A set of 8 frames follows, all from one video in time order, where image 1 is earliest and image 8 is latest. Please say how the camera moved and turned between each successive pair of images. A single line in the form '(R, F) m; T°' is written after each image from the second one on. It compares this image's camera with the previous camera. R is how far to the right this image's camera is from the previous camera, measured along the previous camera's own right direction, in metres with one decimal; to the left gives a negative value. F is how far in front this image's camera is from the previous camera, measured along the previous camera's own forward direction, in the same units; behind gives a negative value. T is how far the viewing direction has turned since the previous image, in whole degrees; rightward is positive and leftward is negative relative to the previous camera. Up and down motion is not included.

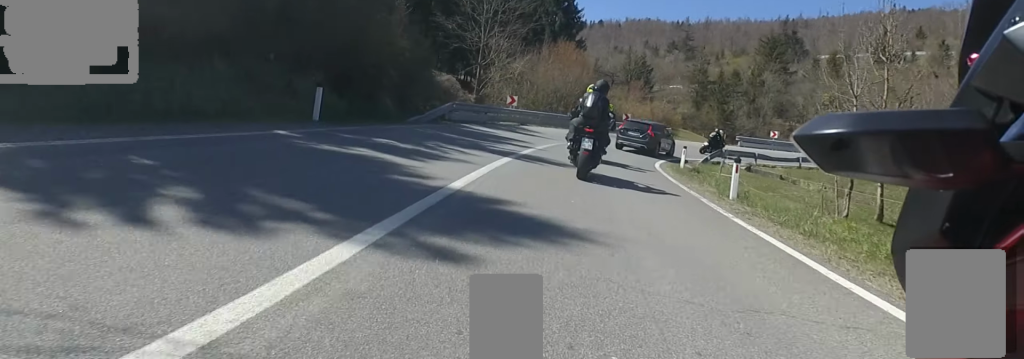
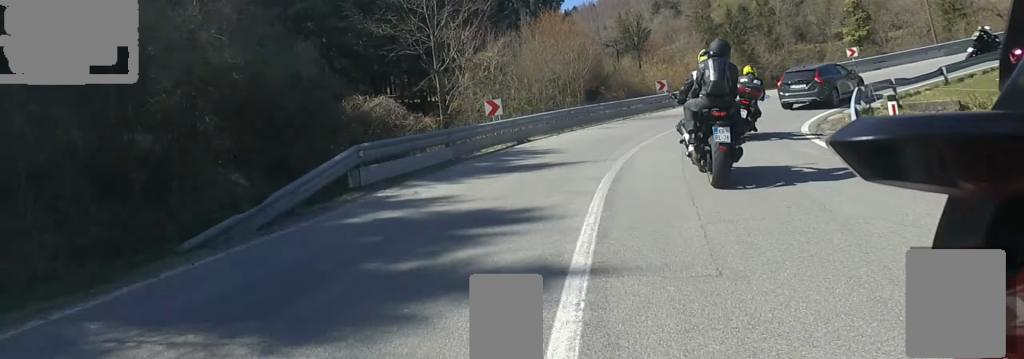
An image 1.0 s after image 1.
(+1.0, +11.2) m; +6°
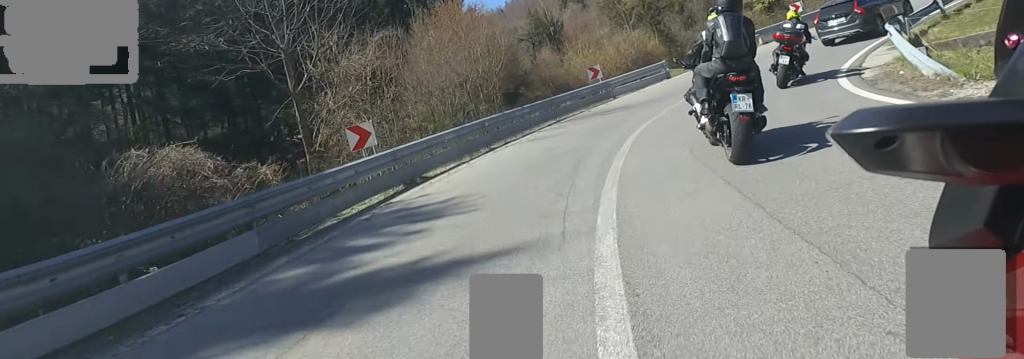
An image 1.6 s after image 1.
(0.0, +6.2) m; +10°
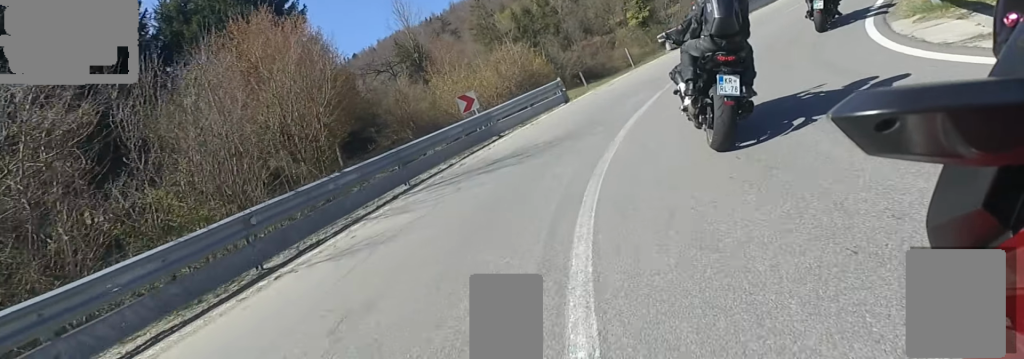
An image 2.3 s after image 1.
(+0.7, +6.6) m; +17°
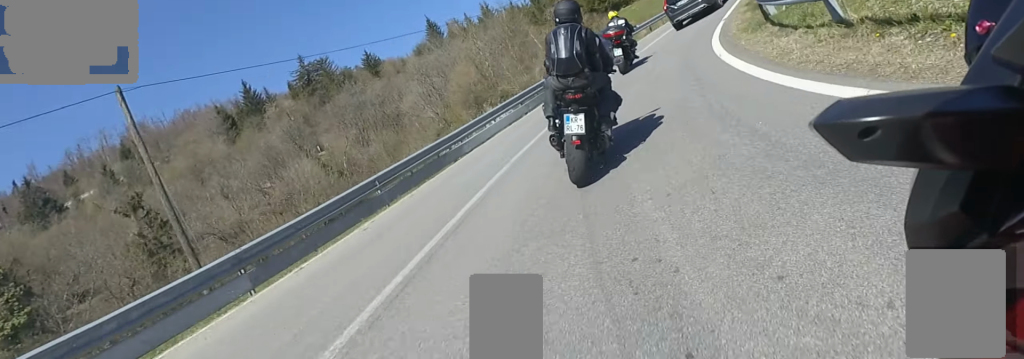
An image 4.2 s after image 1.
(+8.4, +16.3) m; +50°
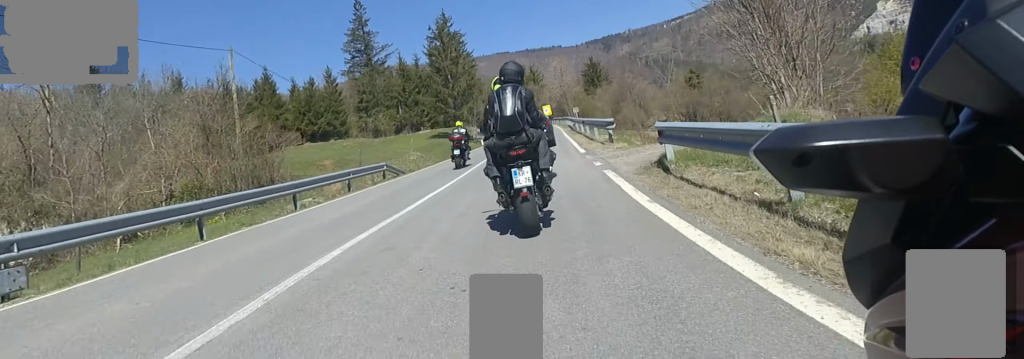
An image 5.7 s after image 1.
(+3.9, +15.1) m; +21°
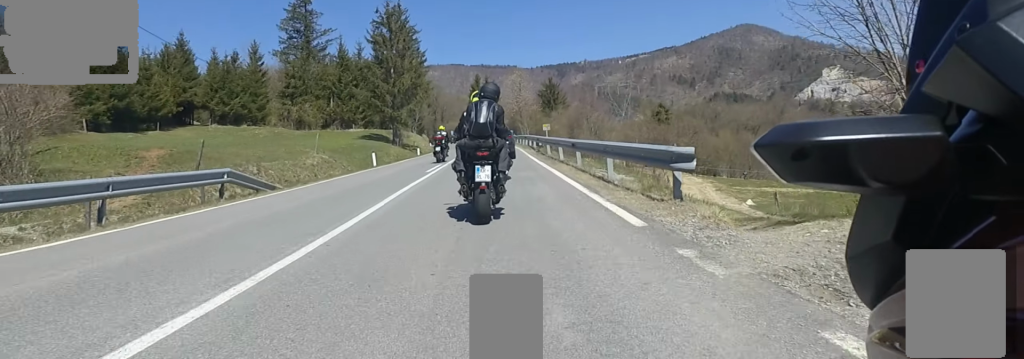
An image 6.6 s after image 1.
(+0.4, +9.8) m; +4°
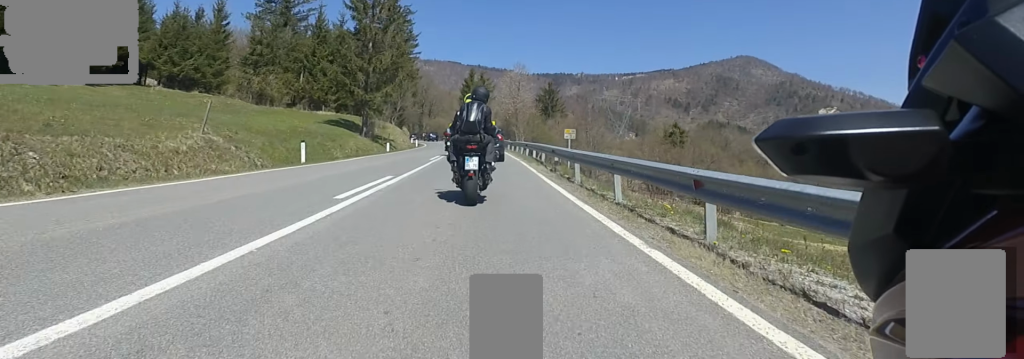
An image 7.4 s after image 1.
(+0.3, +9.9) m; 0°
